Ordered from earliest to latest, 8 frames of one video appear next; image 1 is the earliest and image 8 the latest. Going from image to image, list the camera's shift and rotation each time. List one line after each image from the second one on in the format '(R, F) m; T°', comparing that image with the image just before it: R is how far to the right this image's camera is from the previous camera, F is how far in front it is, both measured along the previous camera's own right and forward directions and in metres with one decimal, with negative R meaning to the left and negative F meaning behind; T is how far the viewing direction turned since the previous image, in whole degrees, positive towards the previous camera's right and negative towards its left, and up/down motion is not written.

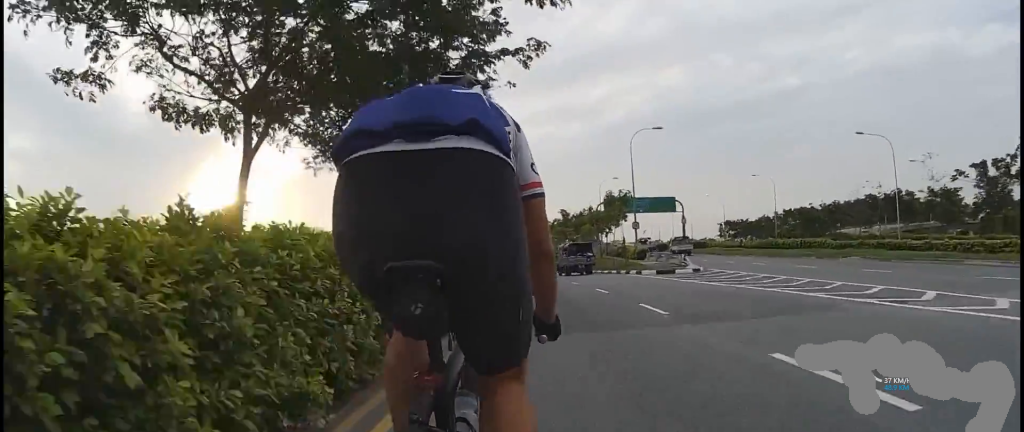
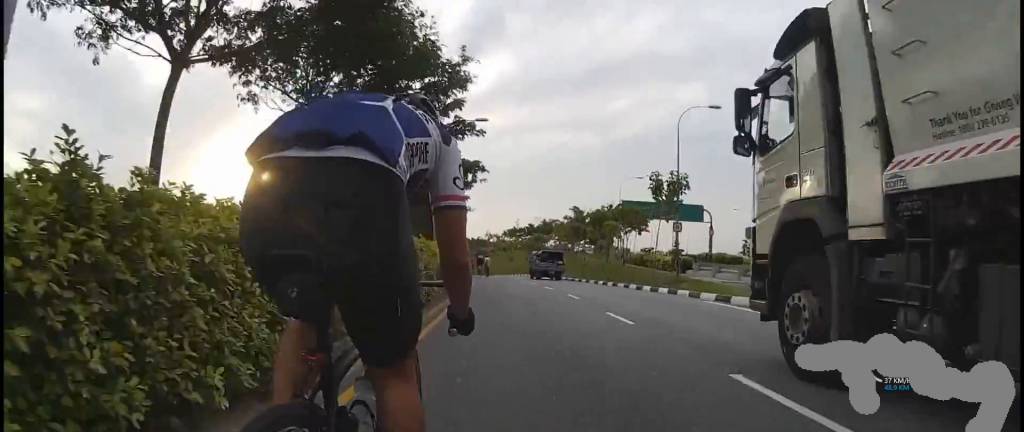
(-0.2, +12.0) m; +5°
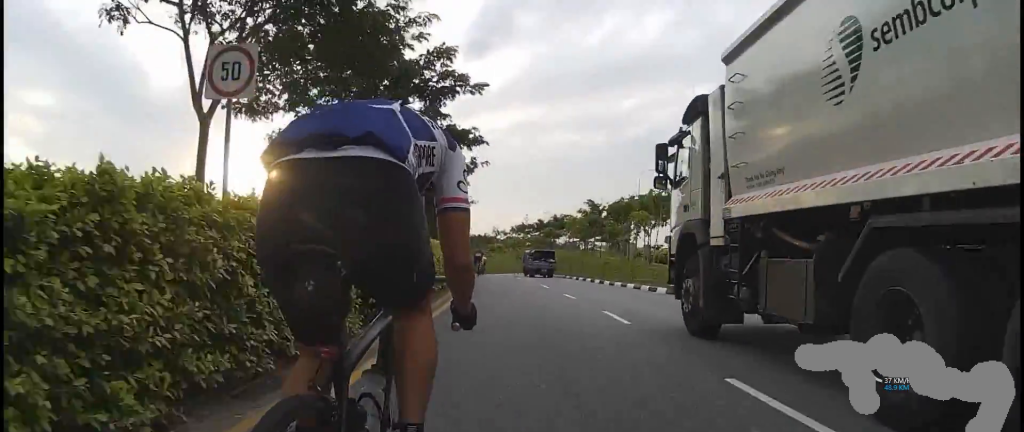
(+0.2, +6.1) m; +2°
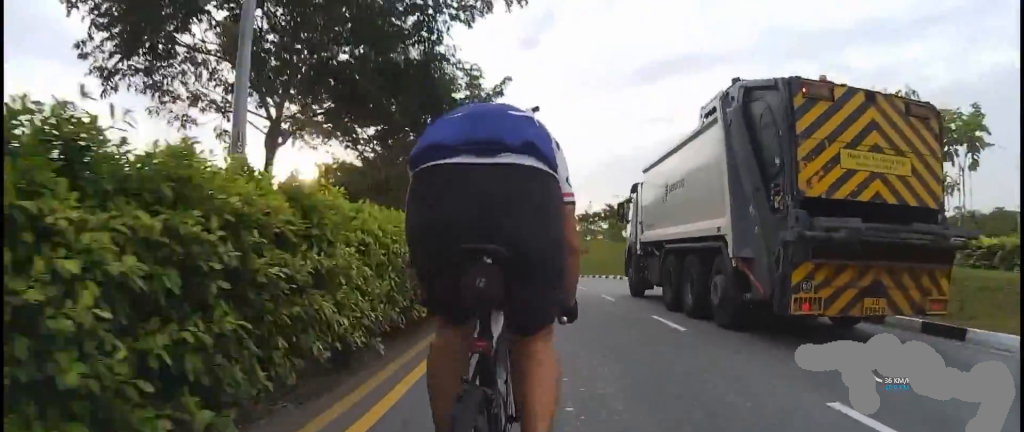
(-0.5, +18.7) m; -7°
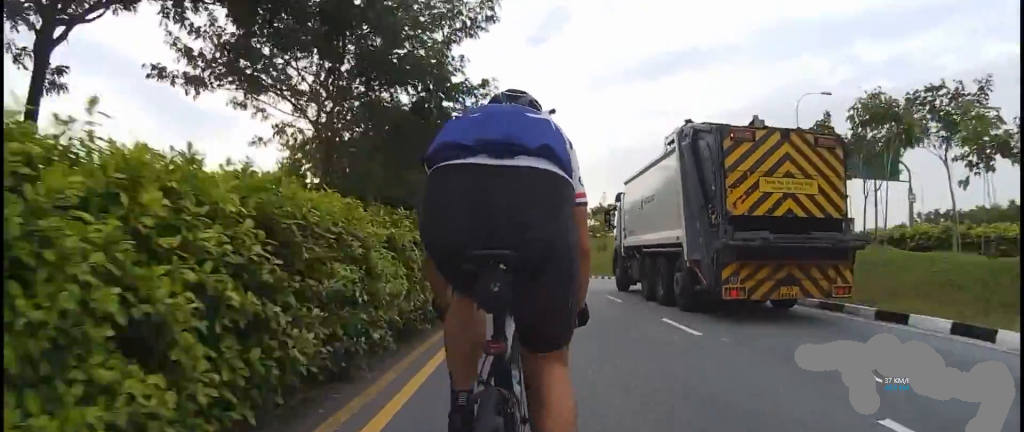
(+0.6, +6.4) m; -5°
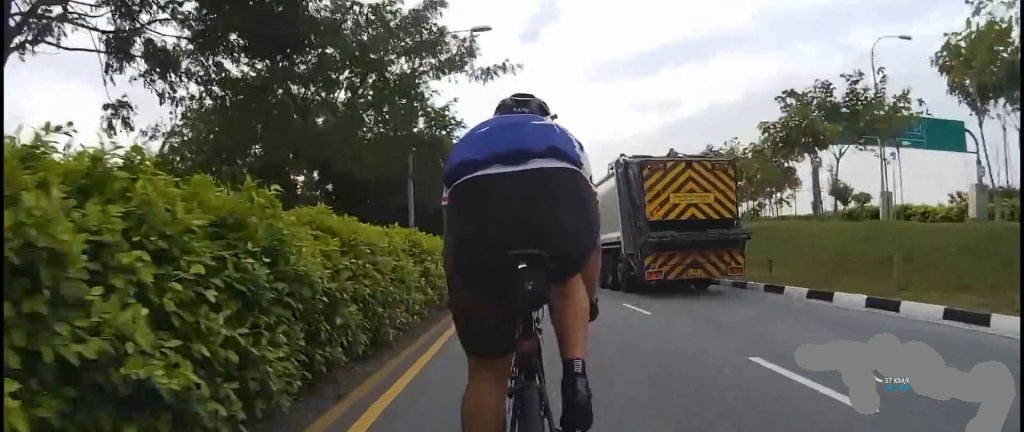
(-1.4, +9.7) m; -5°
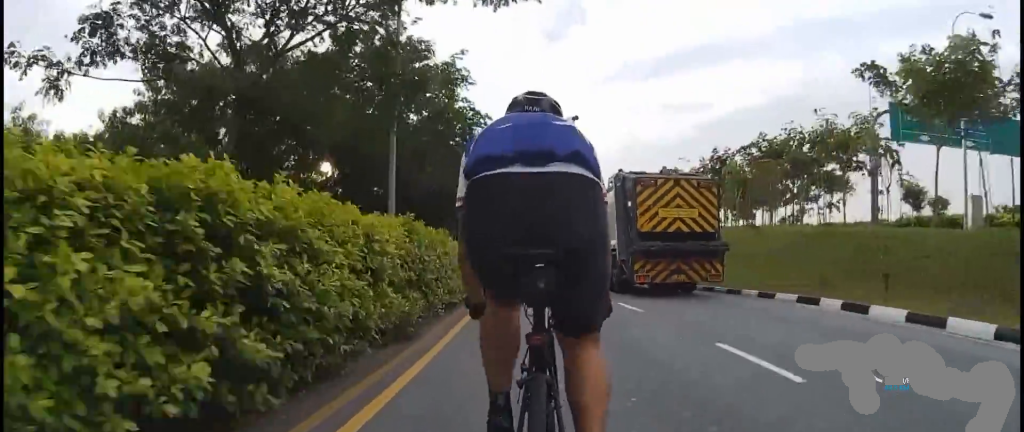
(-0.2, +4.9) m; 0°
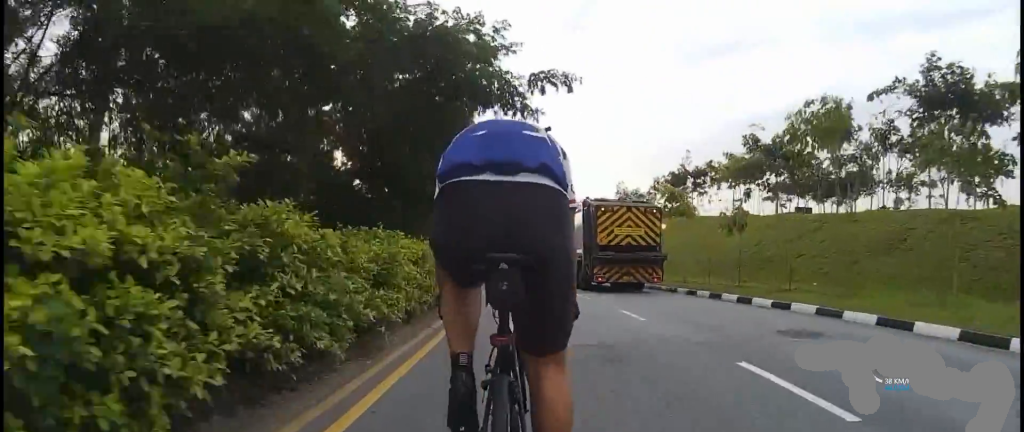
(+1.3, +13.4) m; +5°
